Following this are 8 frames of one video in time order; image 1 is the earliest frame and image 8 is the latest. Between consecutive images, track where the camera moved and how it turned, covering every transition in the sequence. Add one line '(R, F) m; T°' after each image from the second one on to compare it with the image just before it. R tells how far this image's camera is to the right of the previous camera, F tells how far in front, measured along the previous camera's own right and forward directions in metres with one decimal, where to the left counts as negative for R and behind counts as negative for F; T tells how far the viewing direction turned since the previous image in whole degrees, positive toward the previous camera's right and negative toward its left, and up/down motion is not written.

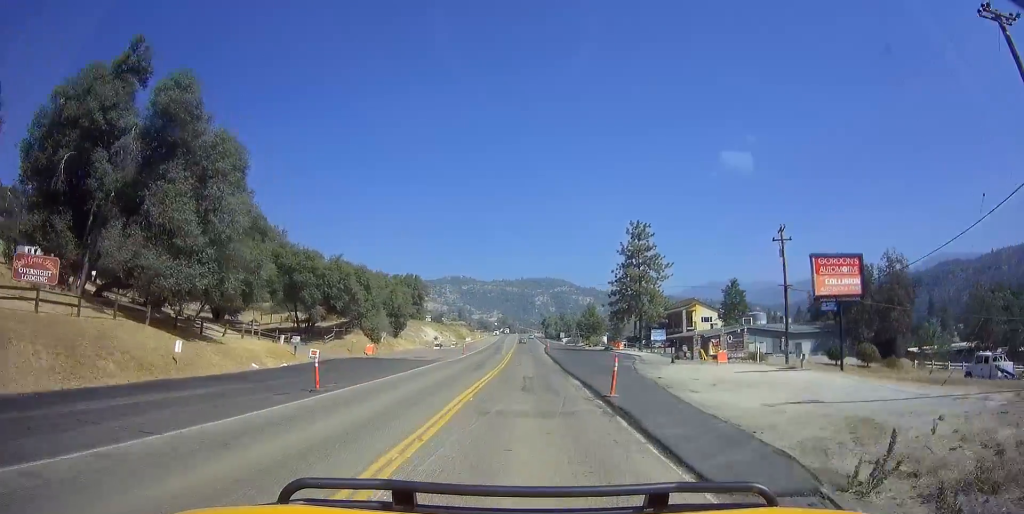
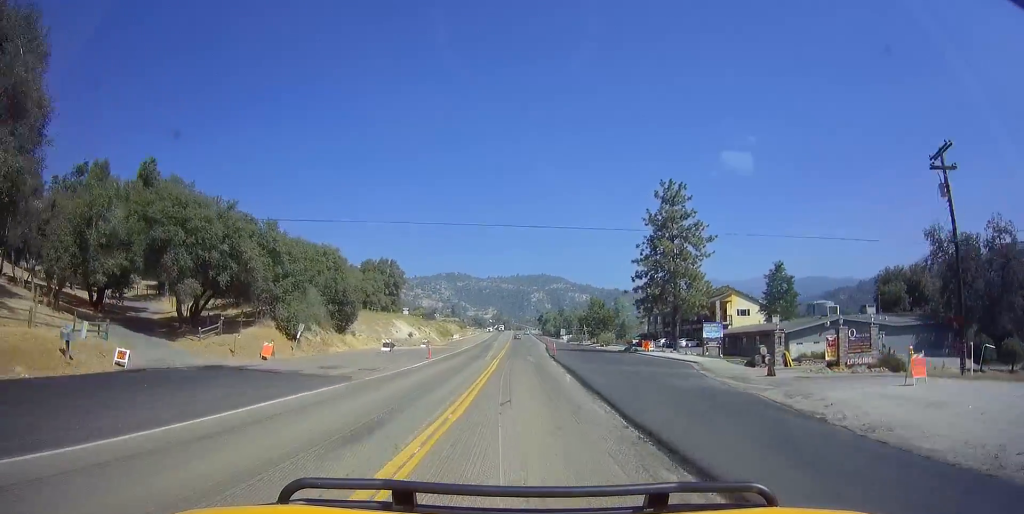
(+0.4, +19.5) m; +1°
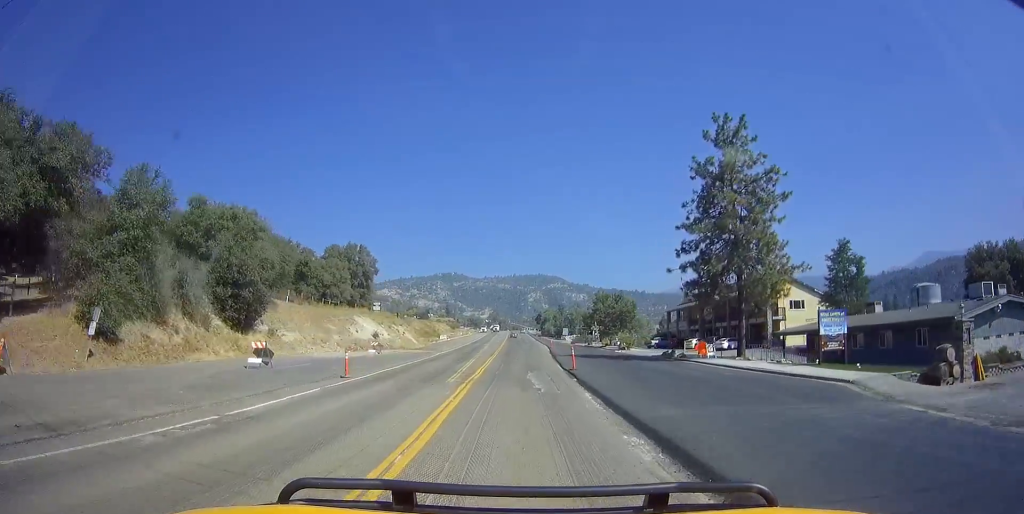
(0.0, +18.3) m; 0°
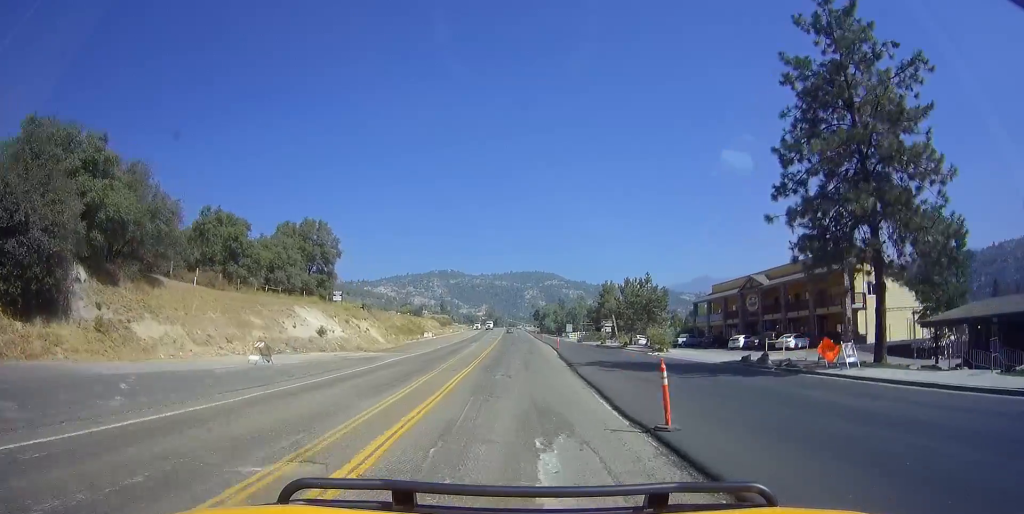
(0.0, +17.1) m; -1°
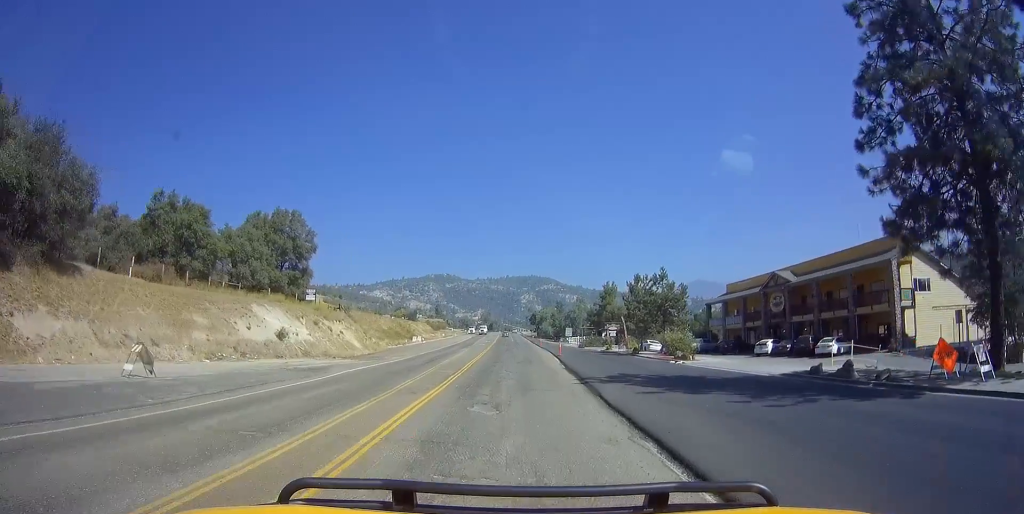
(+0.1, +7.6) m; -1°
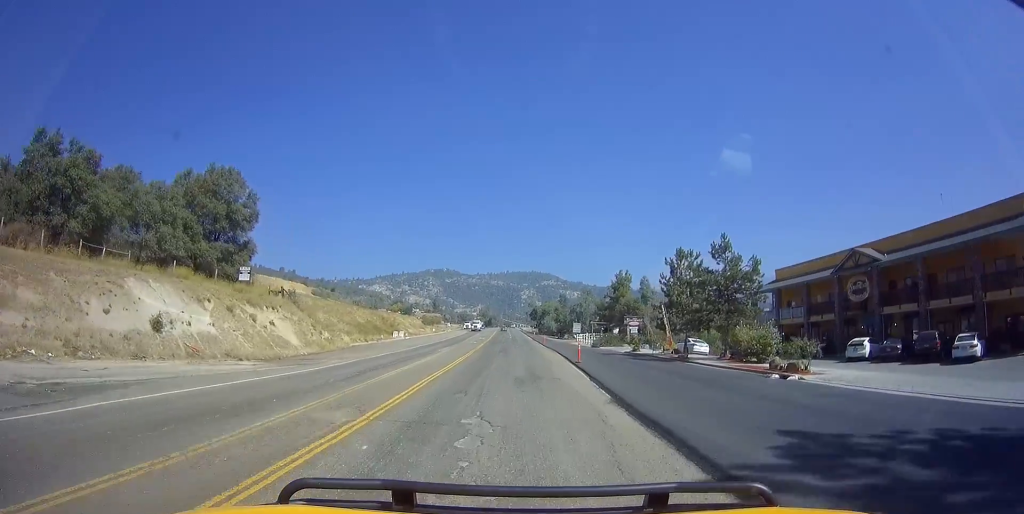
(-0.4, +15.2) m; 0°
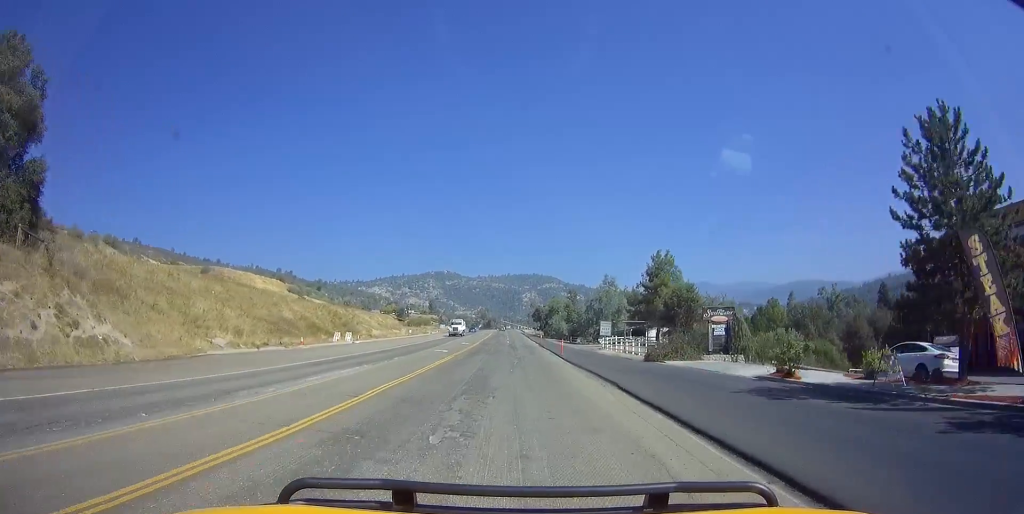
(+0.4, +27.6) m; +2°
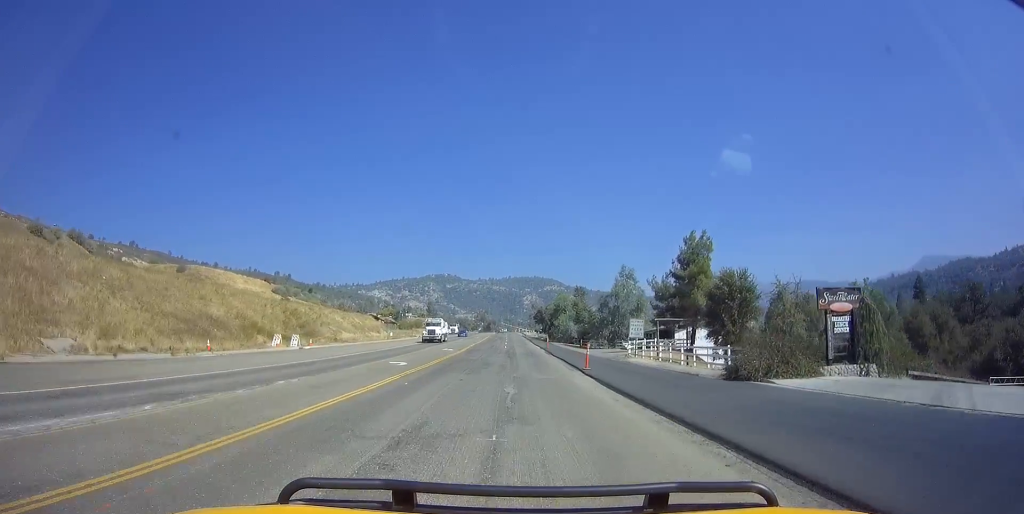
(0.0, +14.8) m; 0°
